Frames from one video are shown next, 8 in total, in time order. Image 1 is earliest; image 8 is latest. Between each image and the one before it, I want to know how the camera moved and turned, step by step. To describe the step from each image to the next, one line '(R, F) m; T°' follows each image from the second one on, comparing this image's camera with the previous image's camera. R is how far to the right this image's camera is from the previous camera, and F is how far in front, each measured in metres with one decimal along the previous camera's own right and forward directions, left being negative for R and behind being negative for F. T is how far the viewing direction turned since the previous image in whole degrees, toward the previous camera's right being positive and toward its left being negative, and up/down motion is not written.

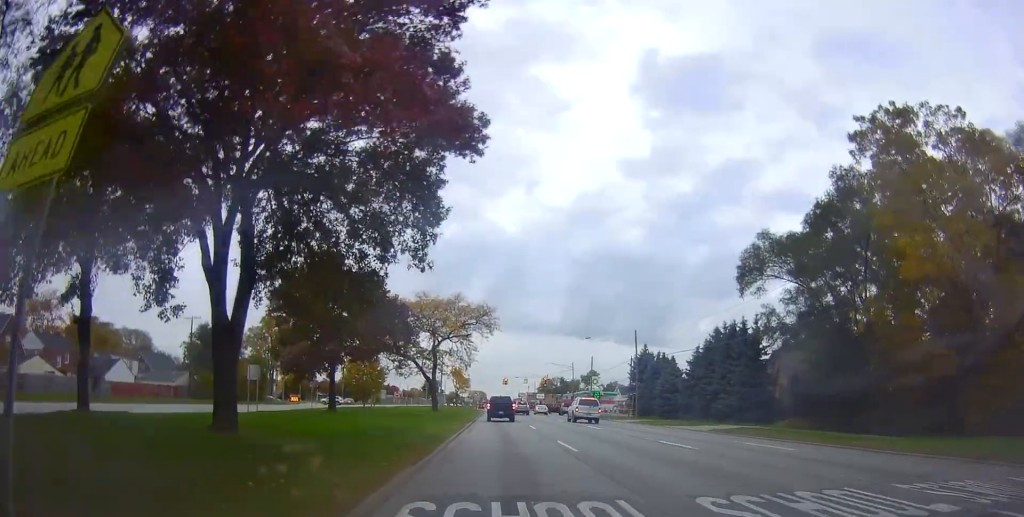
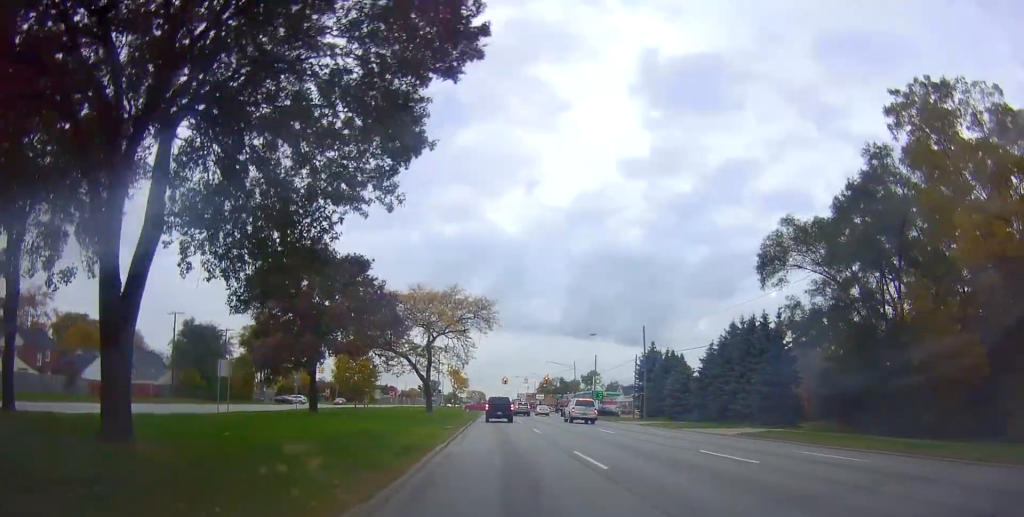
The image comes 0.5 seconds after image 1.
(-0.2, +4.5) m; 0°
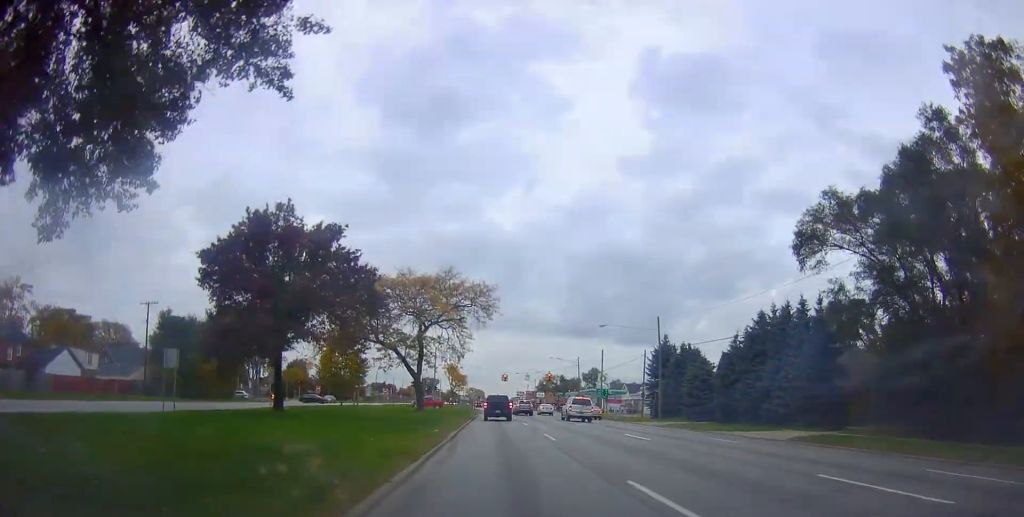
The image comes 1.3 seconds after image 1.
(0.0, +6.4) m; +1°
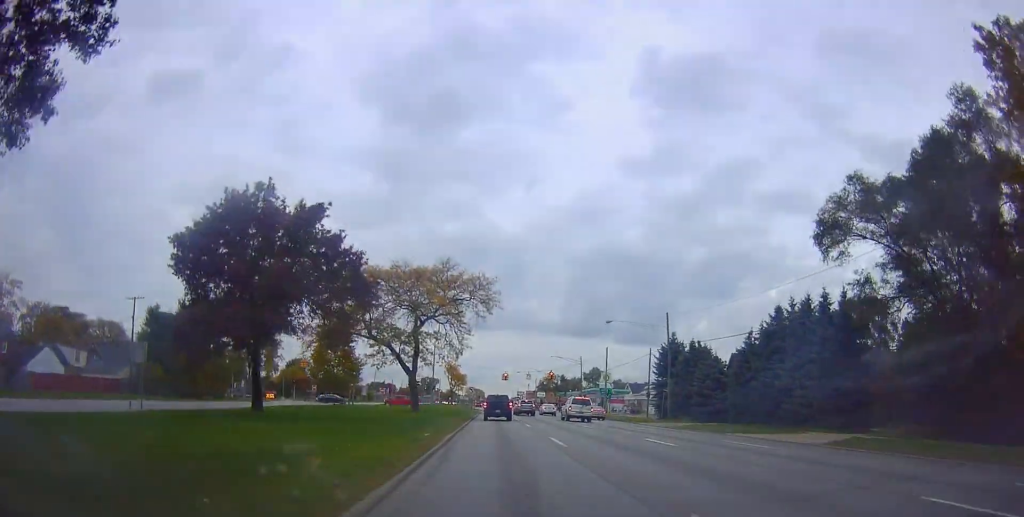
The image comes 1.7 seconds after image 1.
(+0.1, +3.1) m; +1°
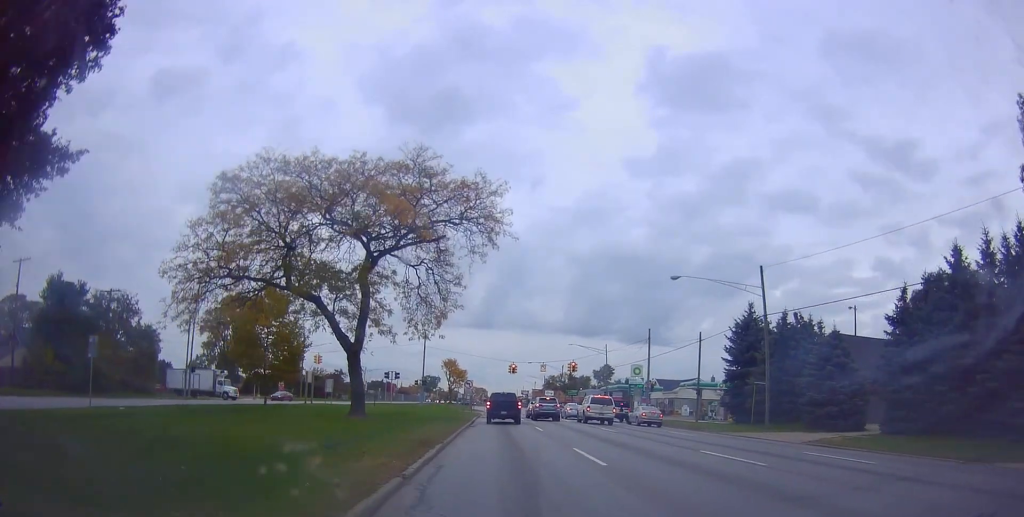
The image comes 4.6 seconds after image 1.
(+0.4, +18.6) m; -2°
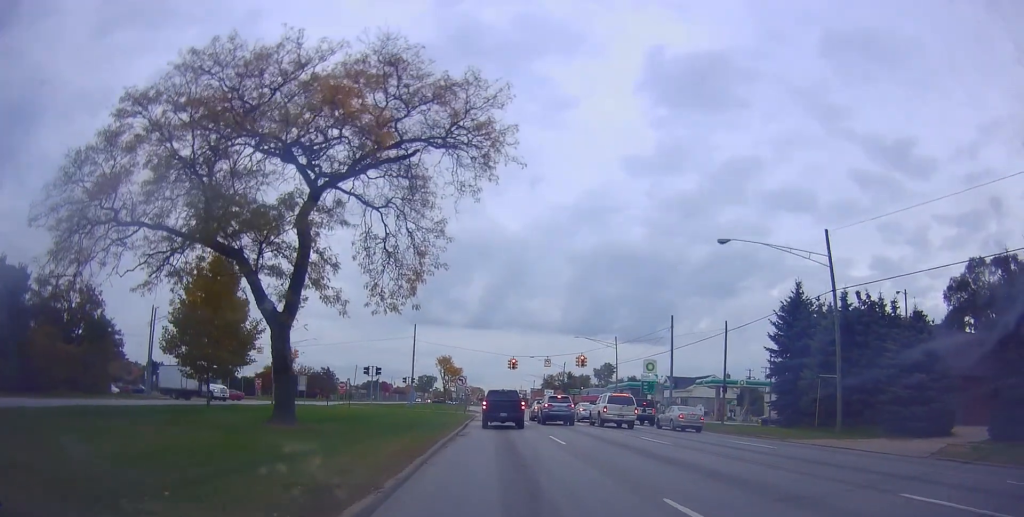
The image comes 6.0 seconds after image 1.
(+0.1, +8.2) m; +3°
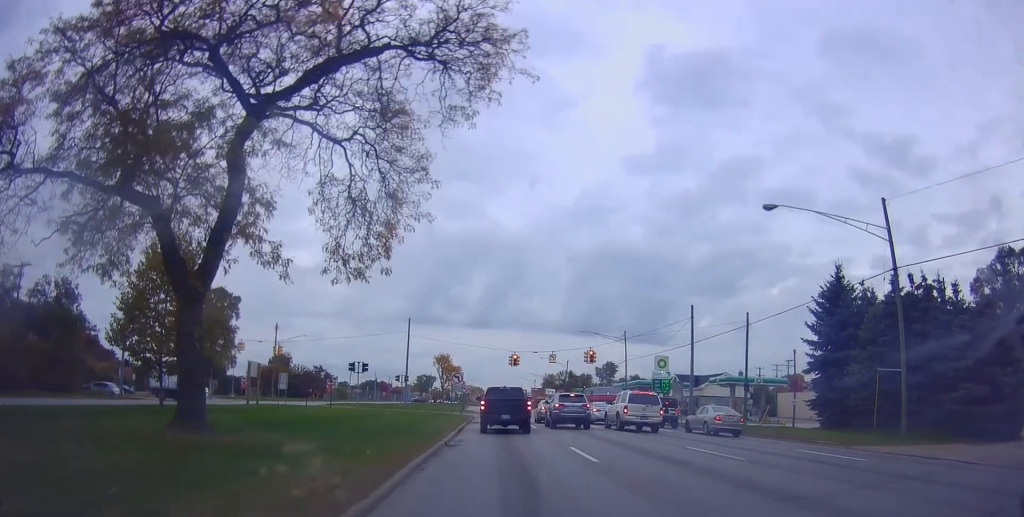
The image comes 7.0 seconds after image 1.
(0.0, +6.0) m; 0°
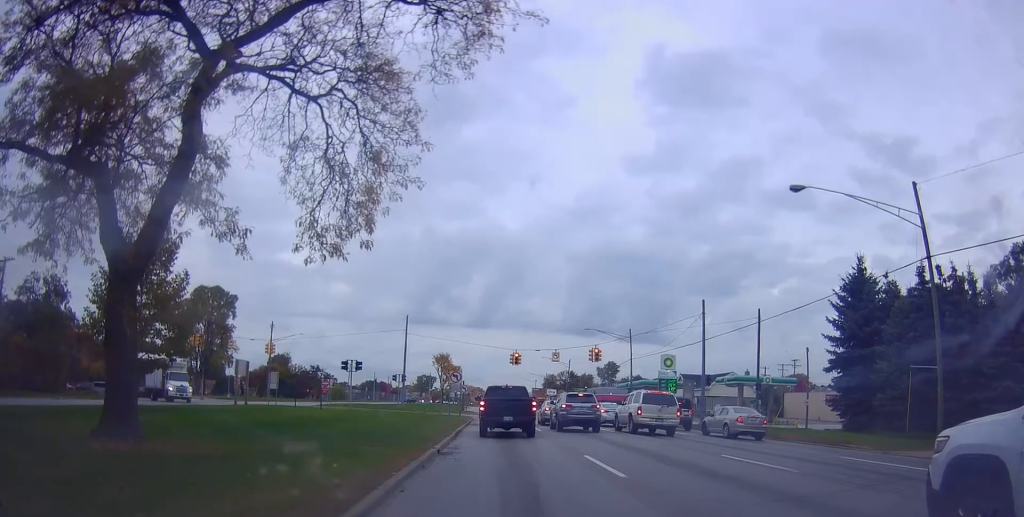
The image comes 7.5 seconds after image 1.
(0.0, +3.0) m; 0°
